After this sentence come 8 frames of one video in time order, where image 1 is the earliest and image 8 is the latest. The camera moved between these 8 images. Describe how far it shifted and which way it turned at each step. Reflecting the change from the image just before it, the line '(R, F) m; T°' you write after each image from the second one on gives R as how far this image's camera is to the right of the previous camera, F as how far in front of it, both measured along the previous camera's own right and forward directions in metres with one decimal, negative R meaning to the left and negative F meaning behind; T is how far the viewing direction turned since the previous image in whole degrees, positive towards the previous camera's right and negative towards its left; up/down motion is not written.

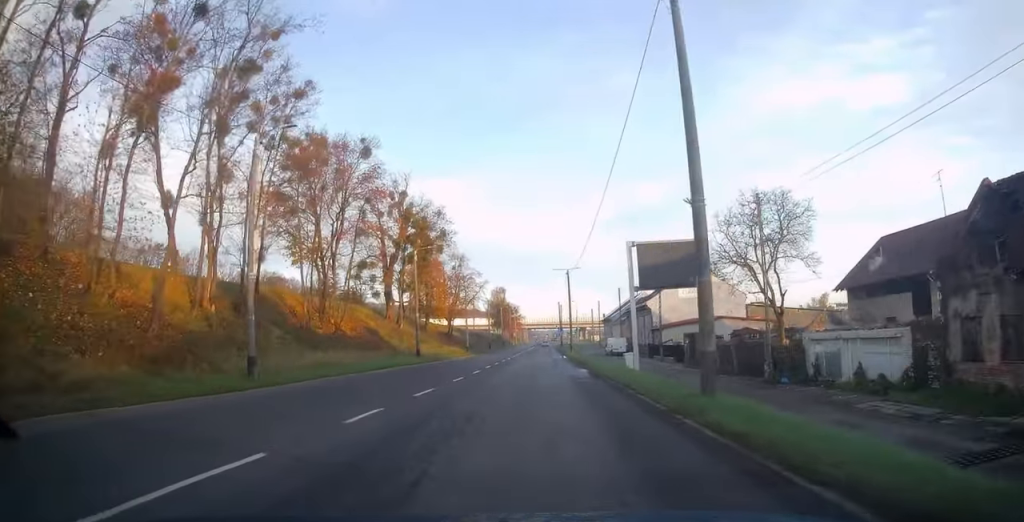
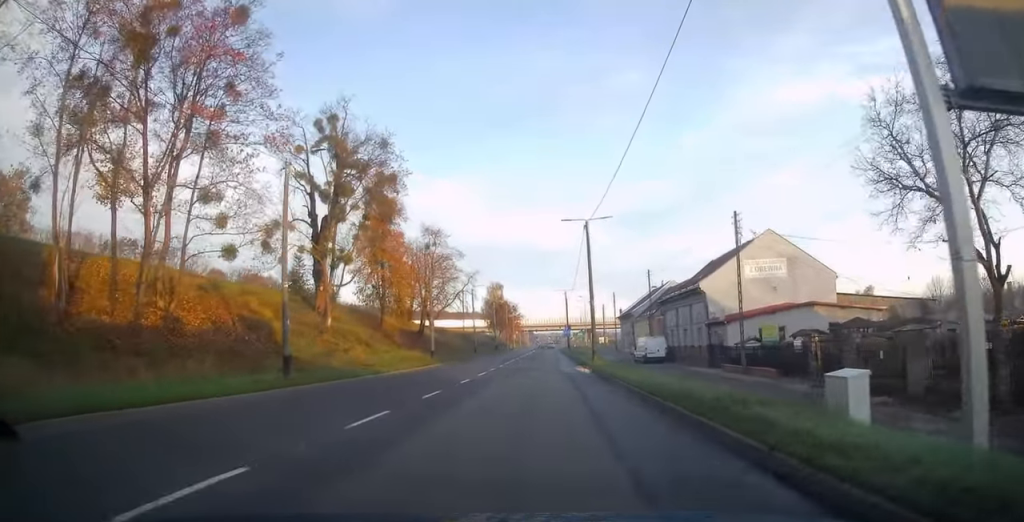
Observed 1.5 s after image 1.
(0.0, +25.0) m; 0°
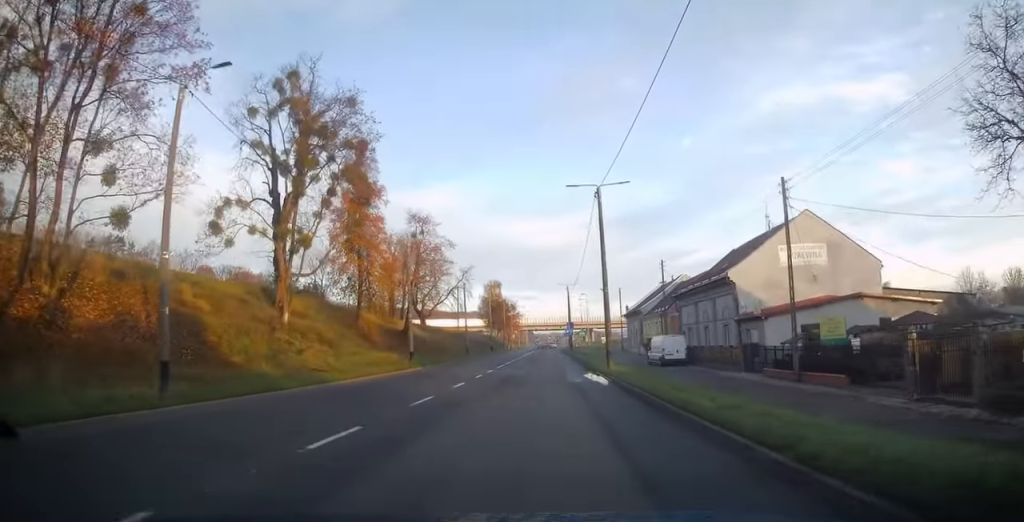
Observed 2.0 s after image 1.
(0.0, +8.0) m; 0°
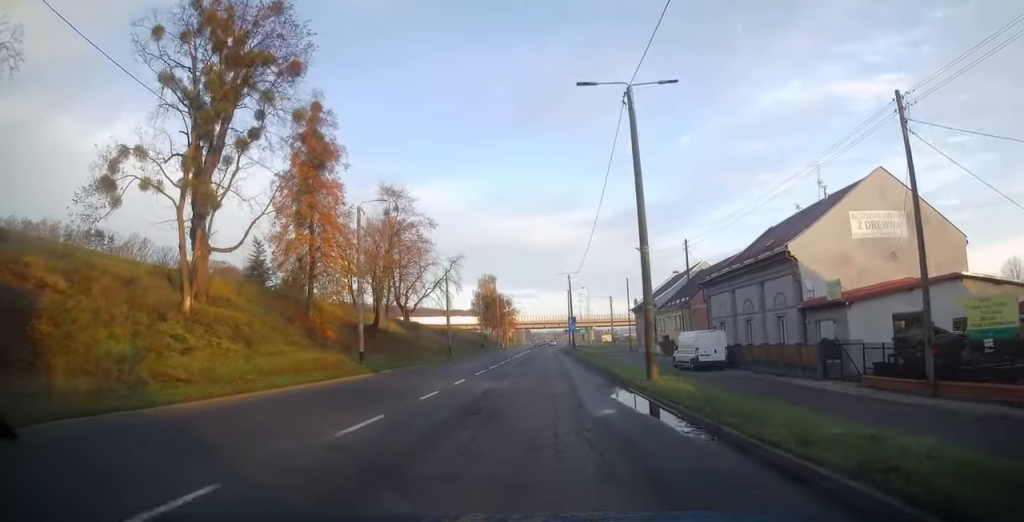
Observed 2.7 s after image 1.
(-0.2, +11.3) m; 0°
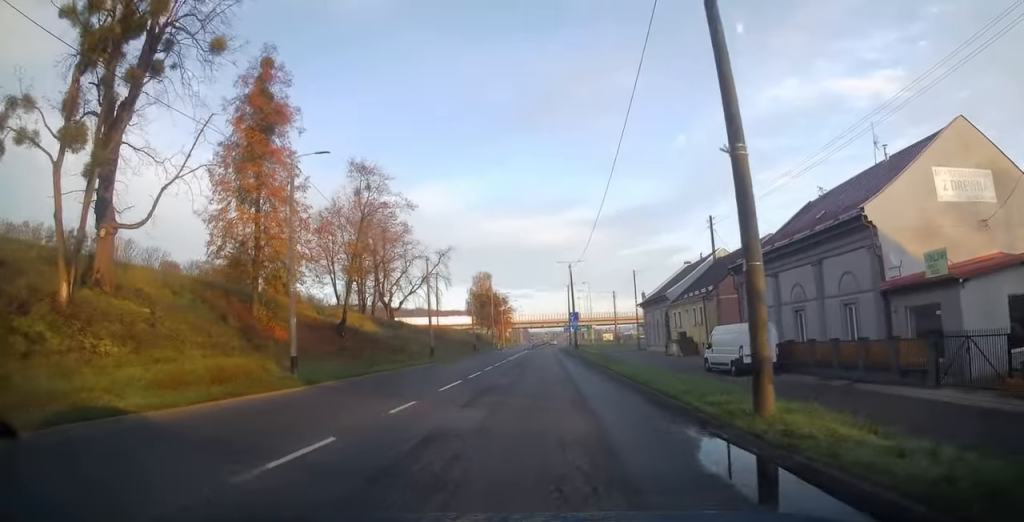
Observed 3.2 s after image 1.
(+0.1, +8.6) m; 0°
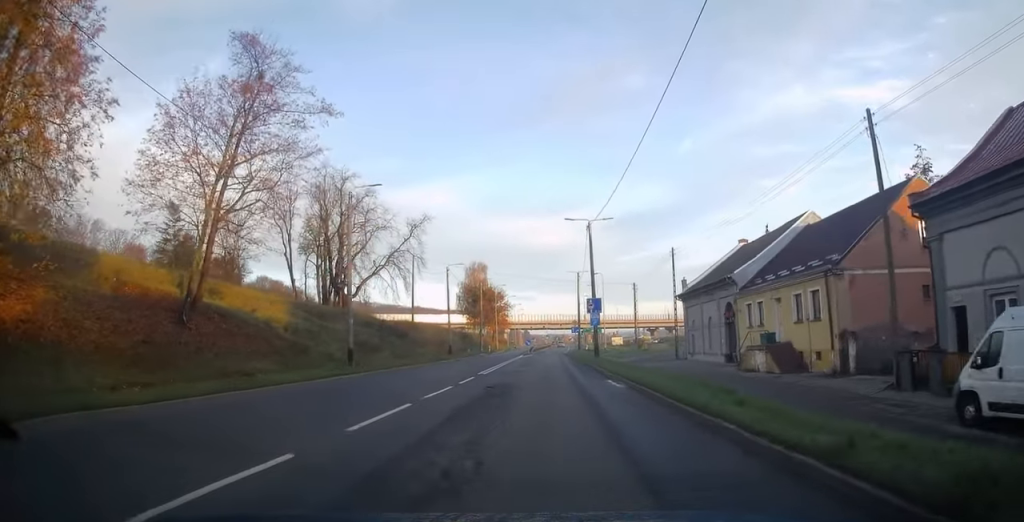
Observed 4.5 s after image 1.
(+0.2, +21.7) m; 0°
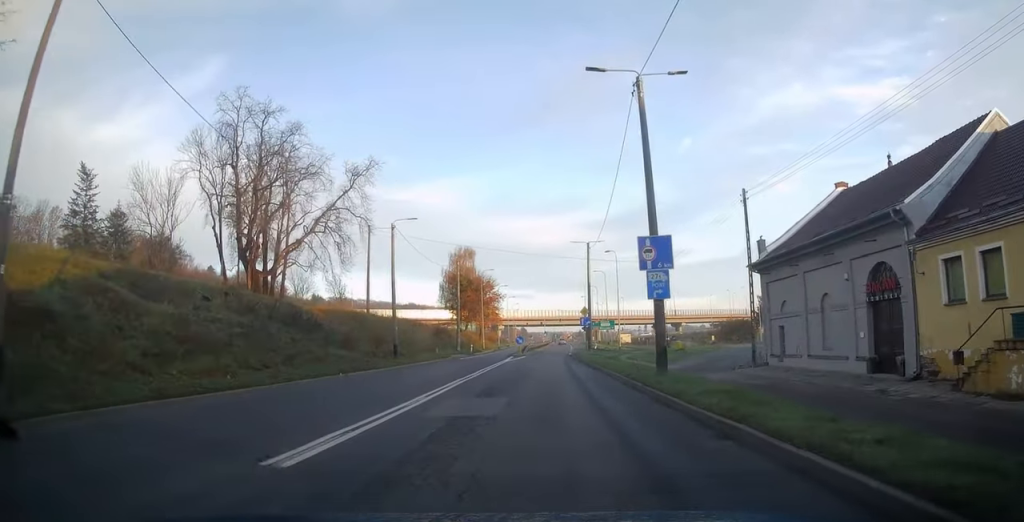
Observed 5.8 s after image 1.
(+0.1, +21.1) m; 0°
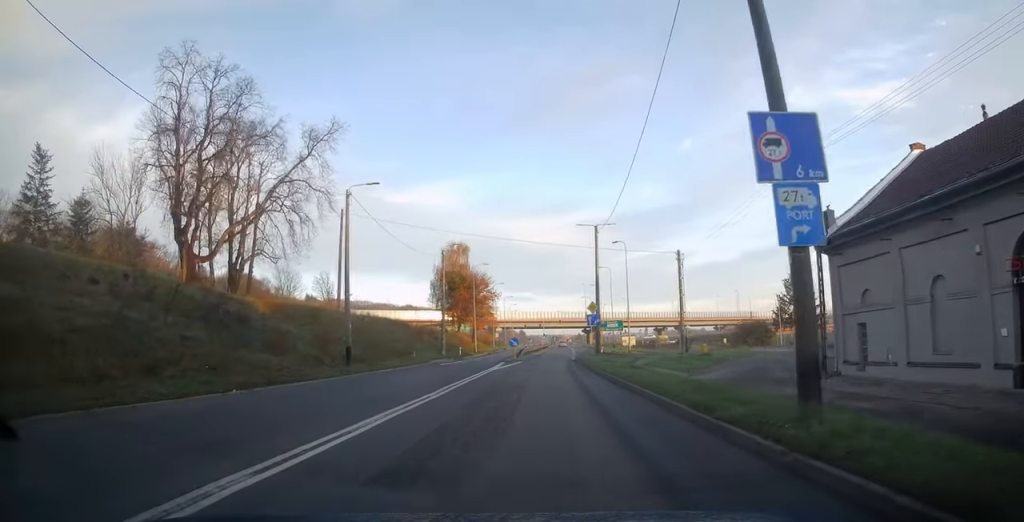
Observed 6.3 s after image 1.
(-0.1, +9.1) m; 0°
